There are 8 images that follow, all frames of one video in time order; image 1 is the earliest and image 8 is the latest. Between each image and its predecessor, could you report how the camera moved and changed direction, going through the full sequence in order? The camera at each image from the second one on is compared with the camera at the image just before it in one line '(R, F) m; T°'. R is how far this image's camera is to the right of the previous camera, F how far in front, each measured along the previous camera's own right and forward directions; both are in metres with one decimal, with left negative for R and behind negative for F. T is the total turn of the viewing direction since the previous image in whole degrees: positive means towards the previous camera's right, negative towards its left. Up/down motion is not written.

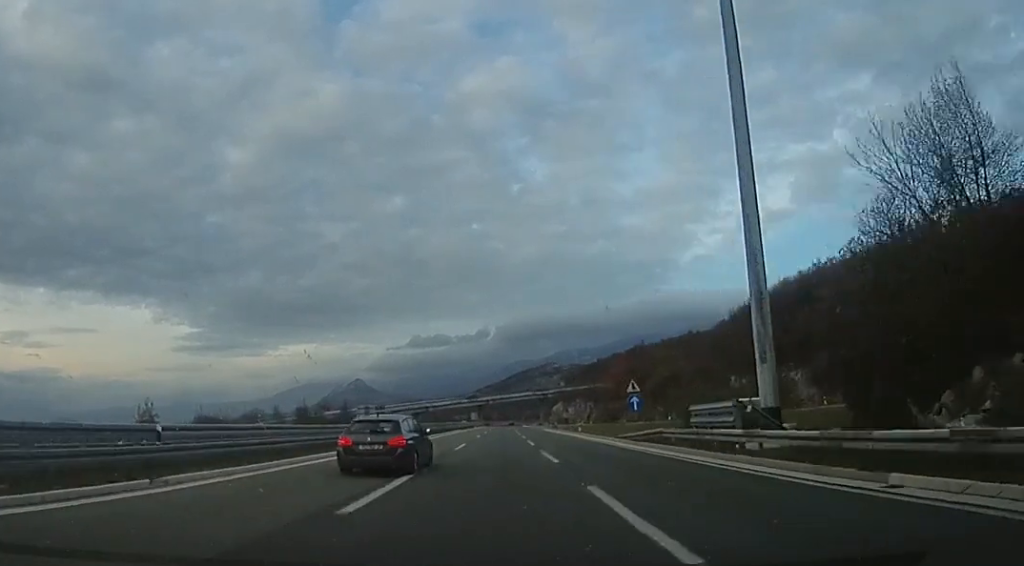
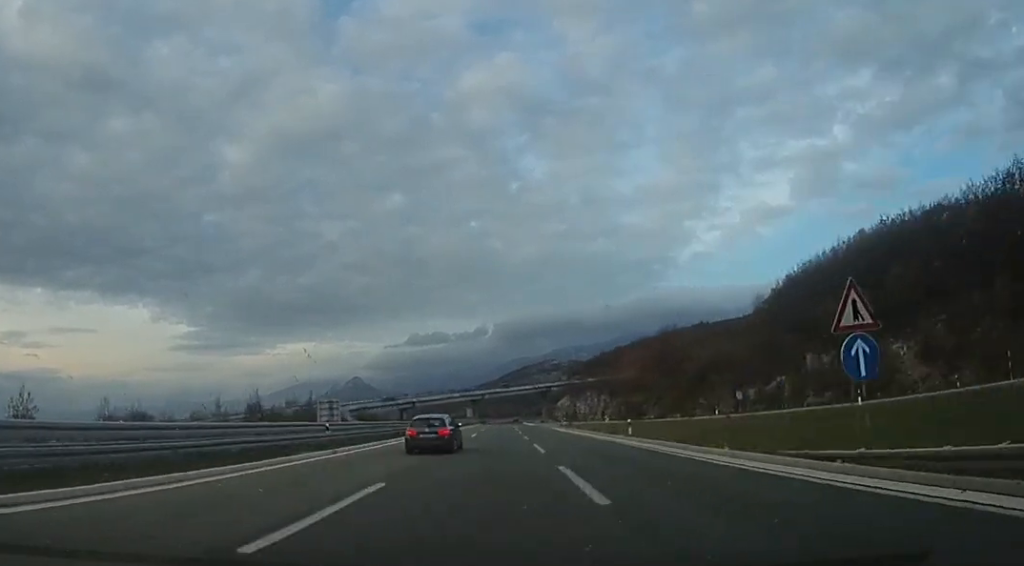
(-0.1, +22.0) m; +1°
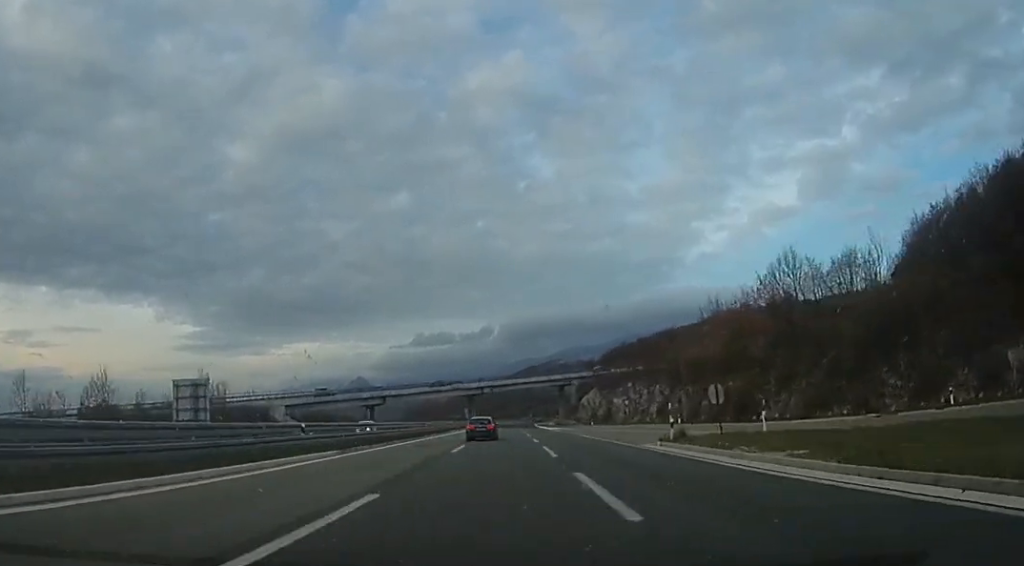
(+0.2, +40.0) m; 0°
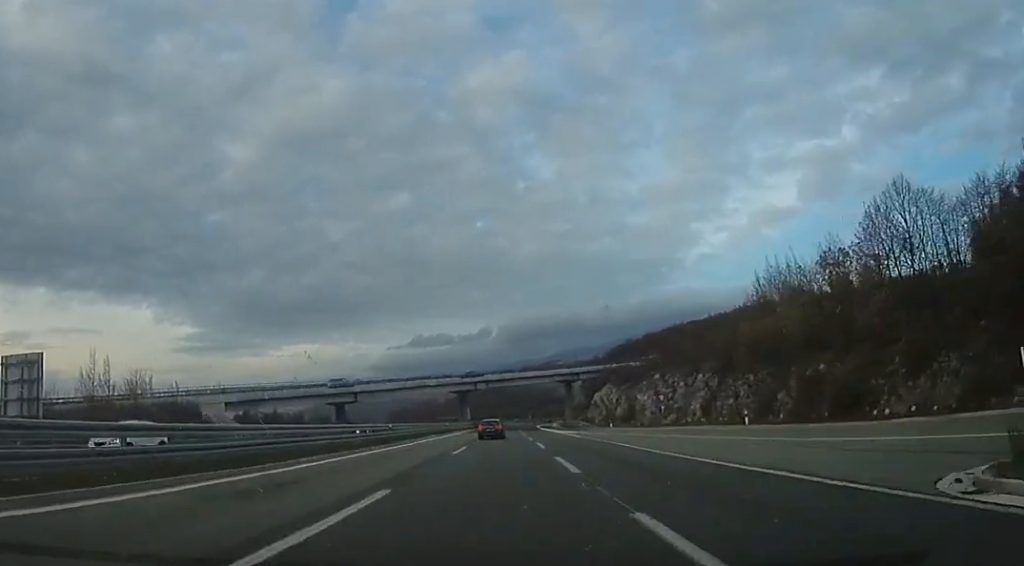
(-0.2, +18.7) m; 0°
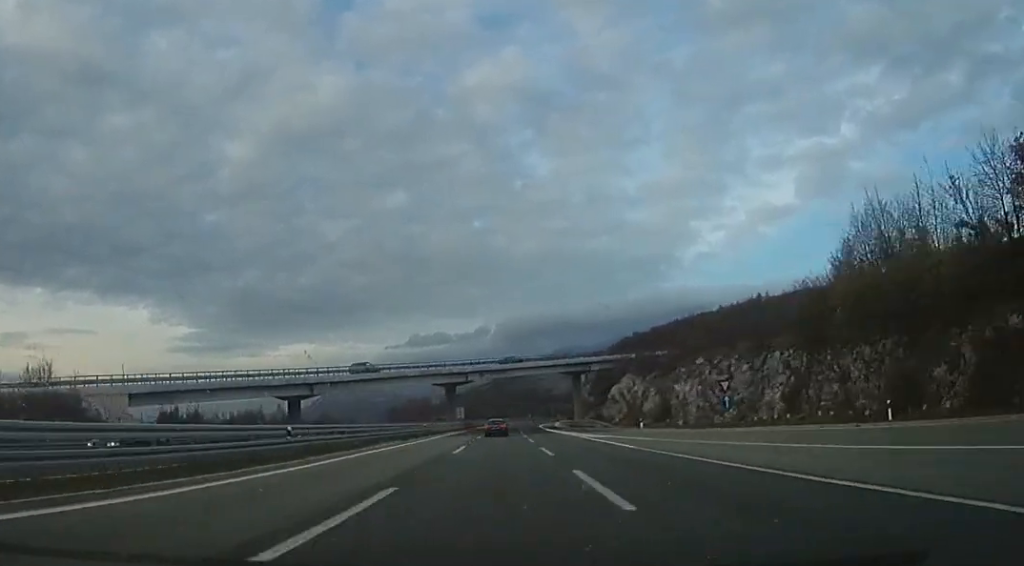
(0.0, +18.7) m; +1°
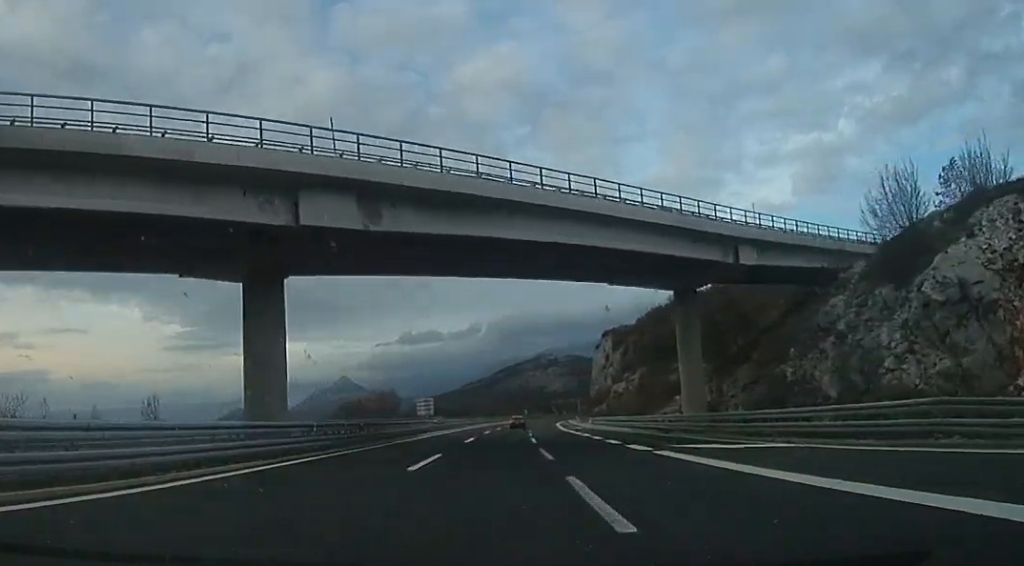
(+0.2, +65.9) m; +1°
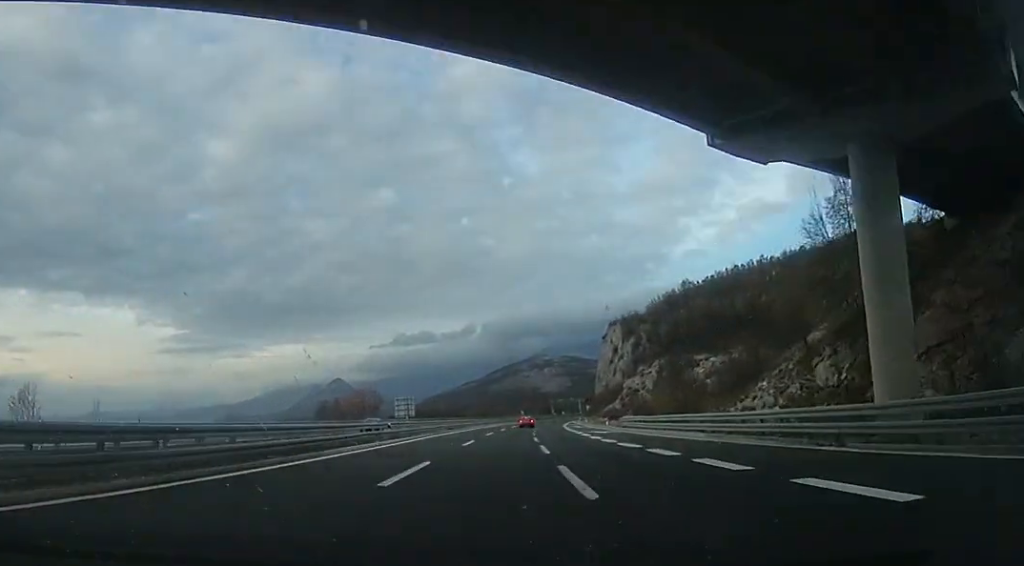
(+0.7, +21.1) m; 0°
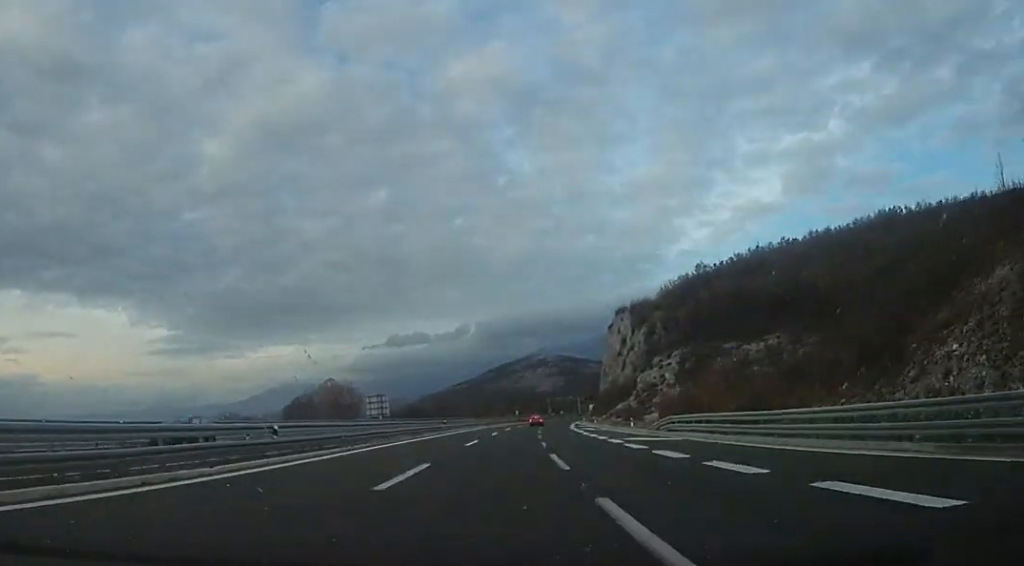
(-0.2, +18.2) m; 0°
